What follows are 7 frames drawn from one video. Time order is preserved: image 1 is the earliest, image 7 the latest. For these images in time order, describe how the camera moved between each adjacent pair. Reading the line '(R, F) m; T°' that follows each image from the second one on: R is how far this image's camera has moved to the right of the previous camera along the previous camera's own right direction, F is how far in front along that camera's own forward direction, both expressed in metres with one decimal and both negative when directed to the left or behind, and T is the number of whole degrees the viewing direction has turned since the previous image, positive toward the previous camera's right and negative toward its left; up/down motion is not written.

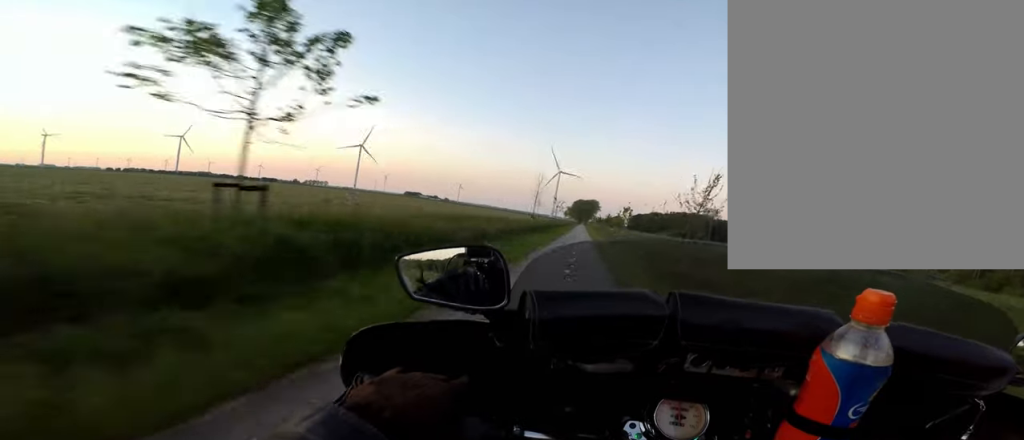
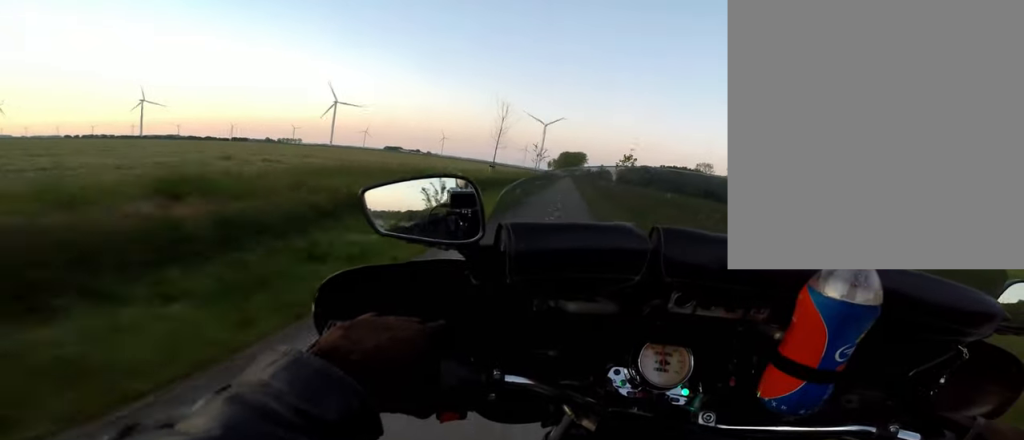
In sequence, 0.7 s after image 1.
(0.0, +9.2) m; -1°
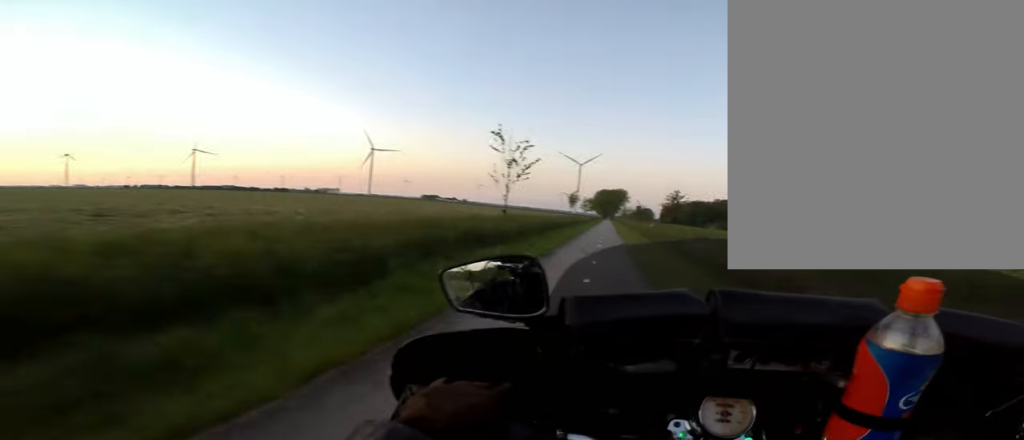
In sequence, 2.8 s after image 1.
(-2.6, +28.1) m; -8°
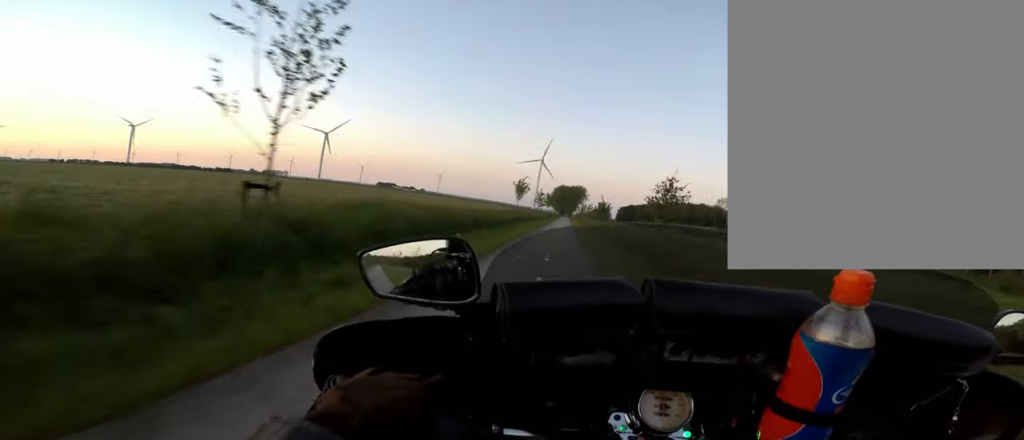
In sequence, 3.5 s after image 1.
(-0.3, +9.3) m; +2°
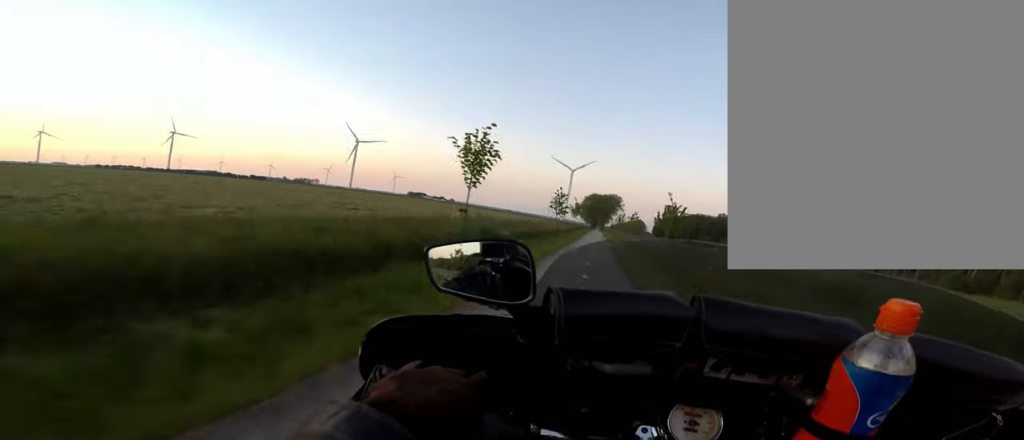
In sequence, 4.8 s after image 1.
(+1.8, +18.0) m; +6°
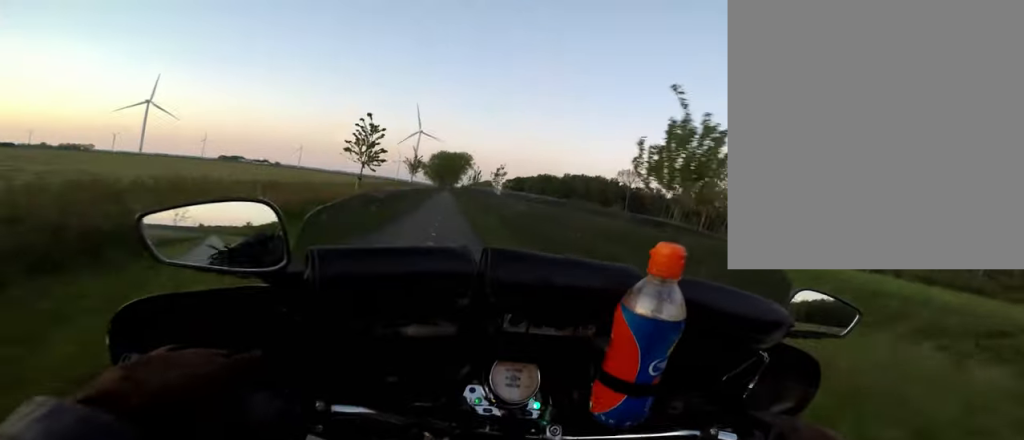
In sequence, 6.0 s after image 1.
(-0.3, +16.5) m; 0°
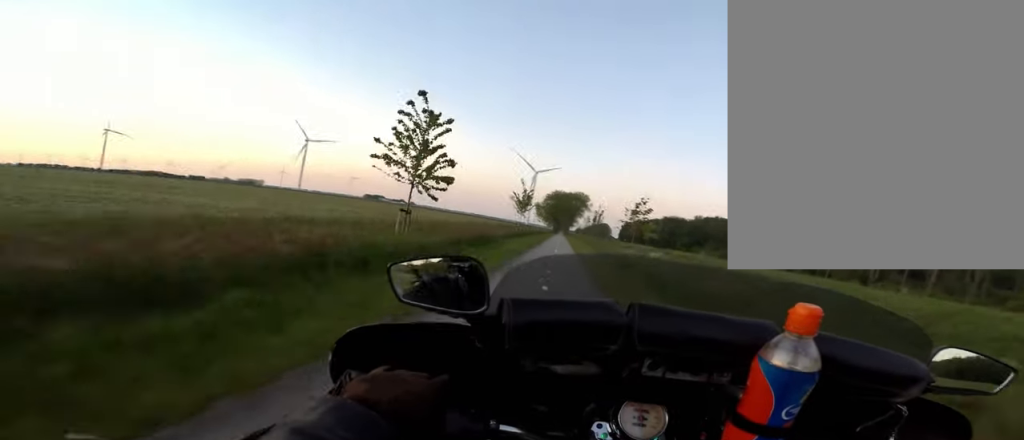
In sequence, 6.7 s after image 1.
(+0.2, +9.2) m; -1°
